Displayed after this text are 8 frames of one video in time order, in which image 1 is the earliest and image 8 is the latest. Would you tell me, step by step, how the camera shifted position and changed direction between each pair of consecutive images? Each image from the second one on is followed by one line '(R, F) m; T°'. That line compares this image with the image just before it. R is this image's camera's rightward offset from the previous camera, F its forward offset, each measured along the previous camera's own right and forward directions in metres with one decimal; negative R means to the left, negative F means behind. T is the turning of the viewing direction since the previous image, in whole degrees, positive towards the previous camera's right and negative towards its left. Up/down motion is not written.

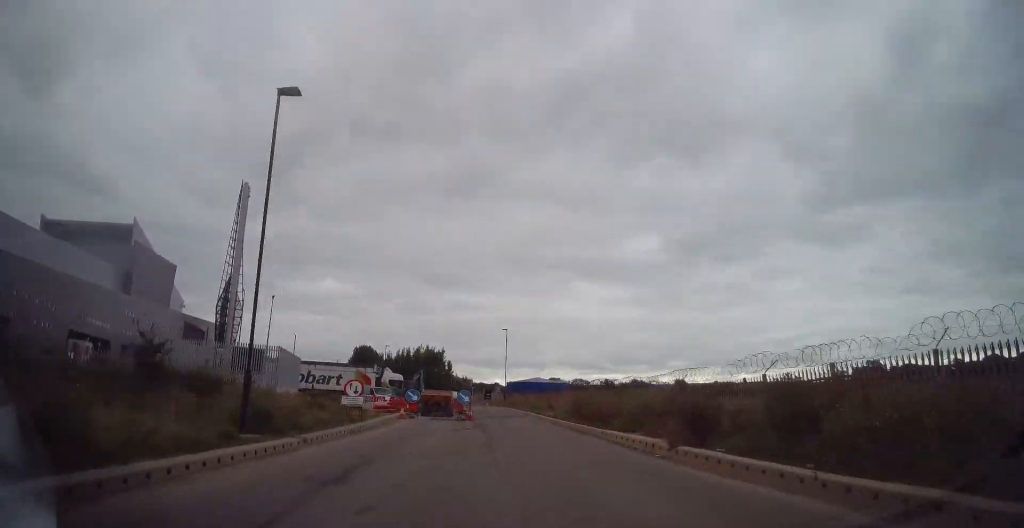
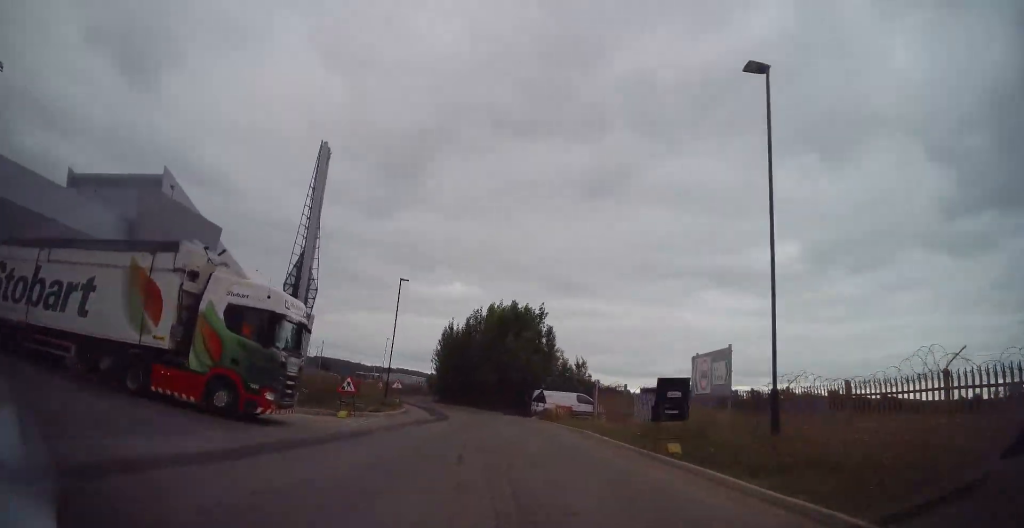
(-5.6, +51.8) m; -16°
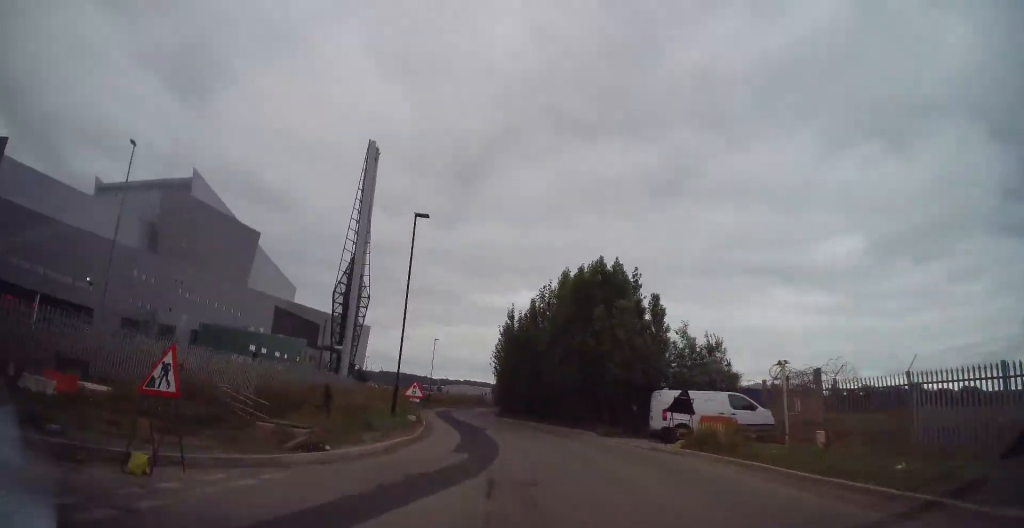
(-0.5, +15.2) m; -5°
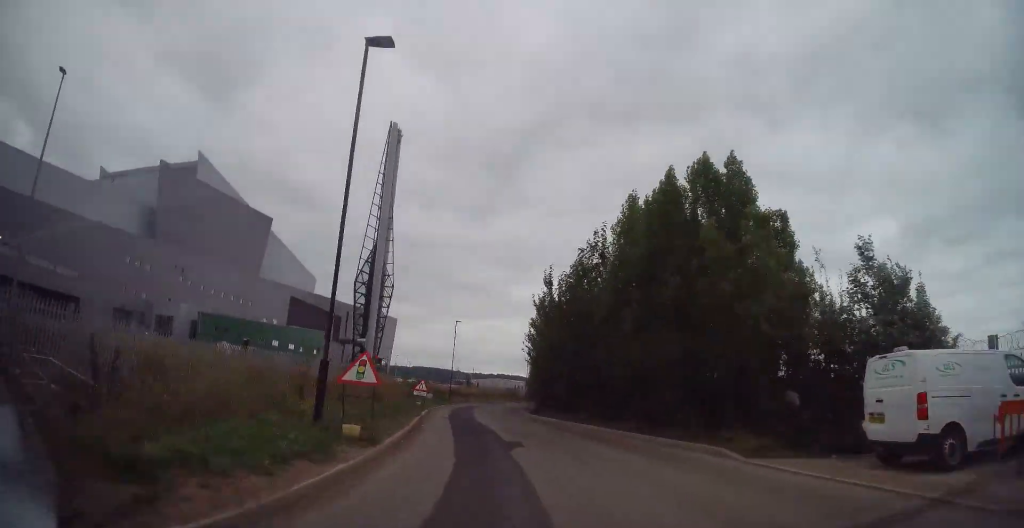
(-0.5, +10.8) m; -3°
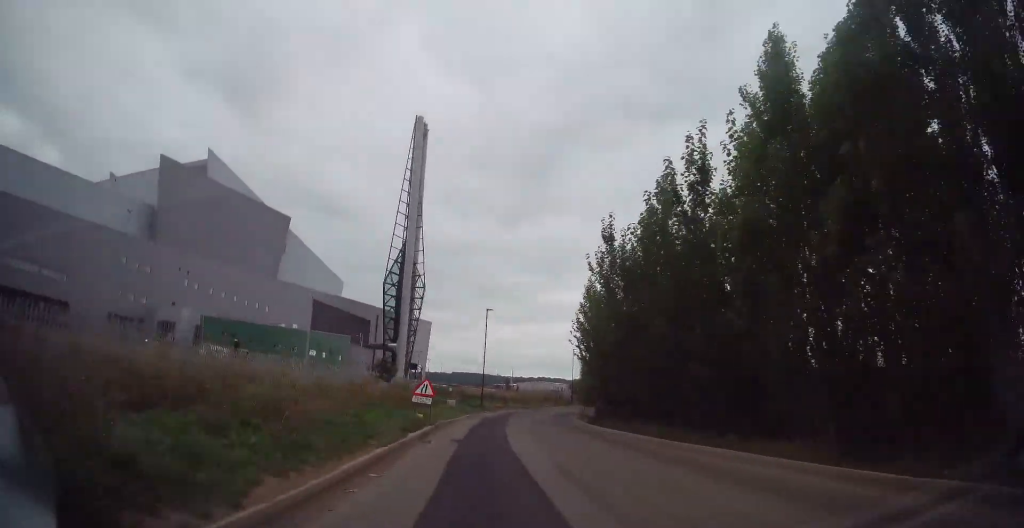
(-0.2, +10.1) m; -2°
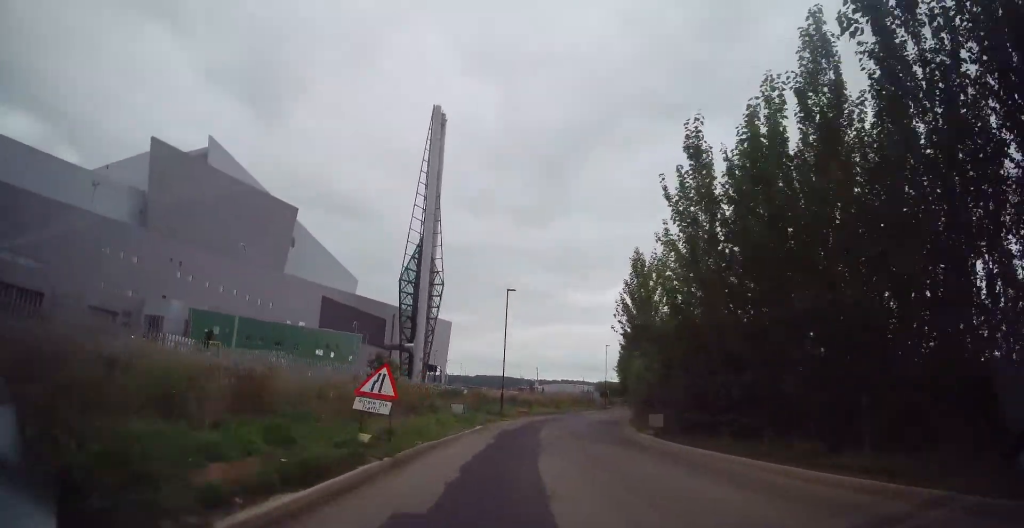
(-0.4, +9.5) m; +1°
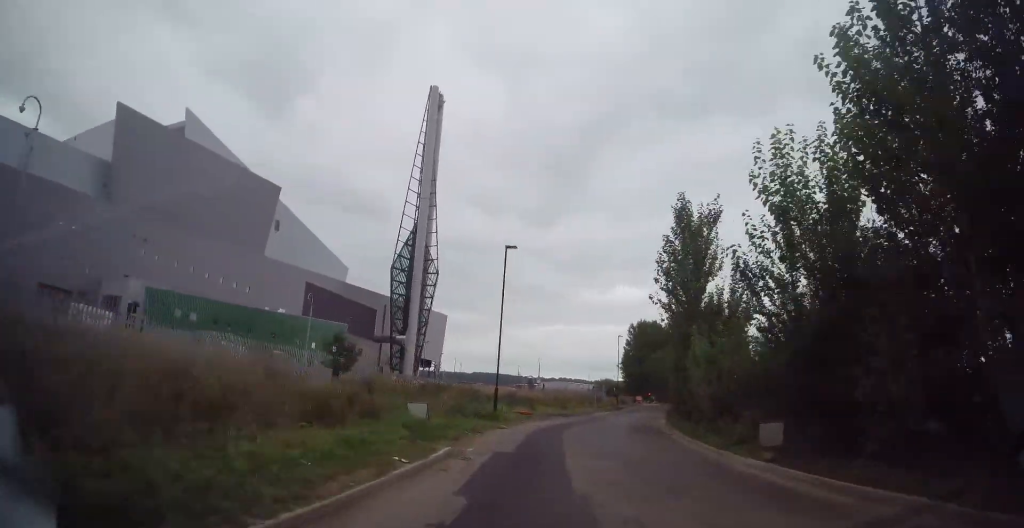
(-0.6, +9.5) m; +1°
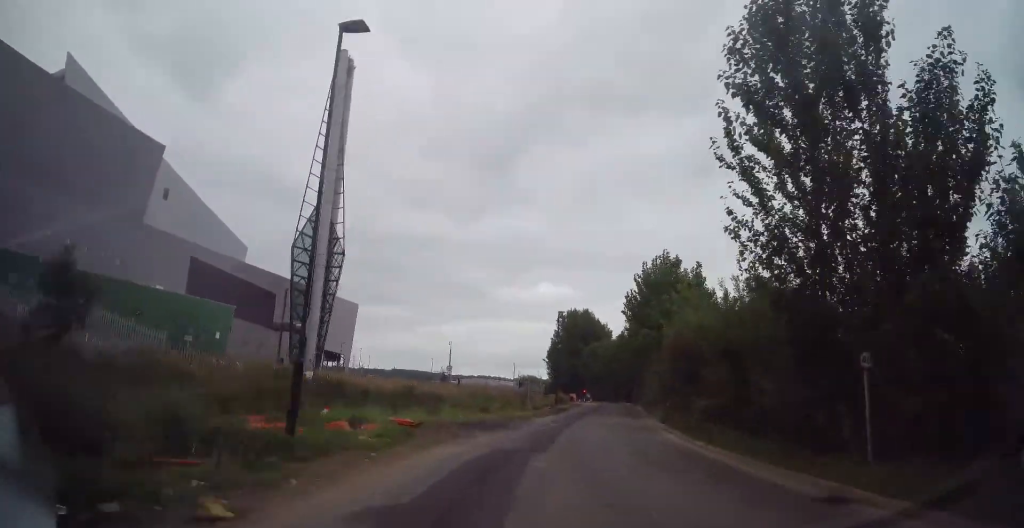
(+1.3, +16.9) m; +7°
